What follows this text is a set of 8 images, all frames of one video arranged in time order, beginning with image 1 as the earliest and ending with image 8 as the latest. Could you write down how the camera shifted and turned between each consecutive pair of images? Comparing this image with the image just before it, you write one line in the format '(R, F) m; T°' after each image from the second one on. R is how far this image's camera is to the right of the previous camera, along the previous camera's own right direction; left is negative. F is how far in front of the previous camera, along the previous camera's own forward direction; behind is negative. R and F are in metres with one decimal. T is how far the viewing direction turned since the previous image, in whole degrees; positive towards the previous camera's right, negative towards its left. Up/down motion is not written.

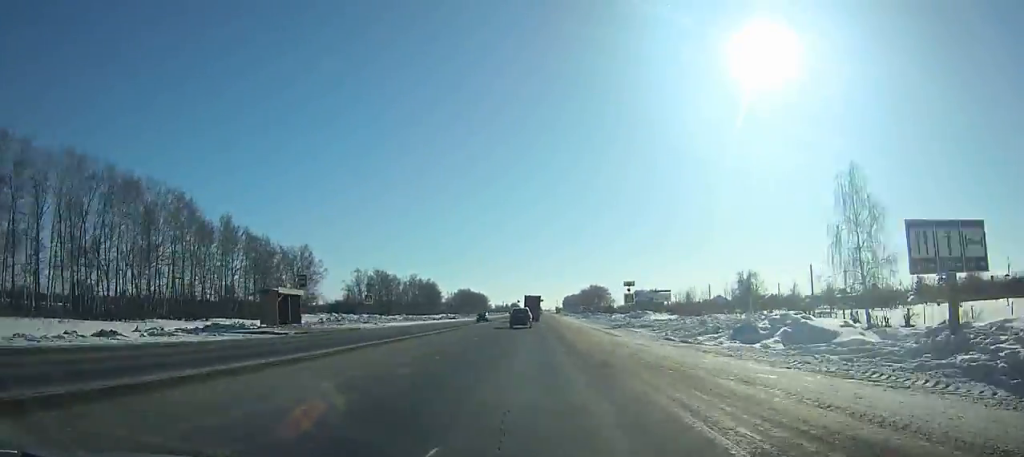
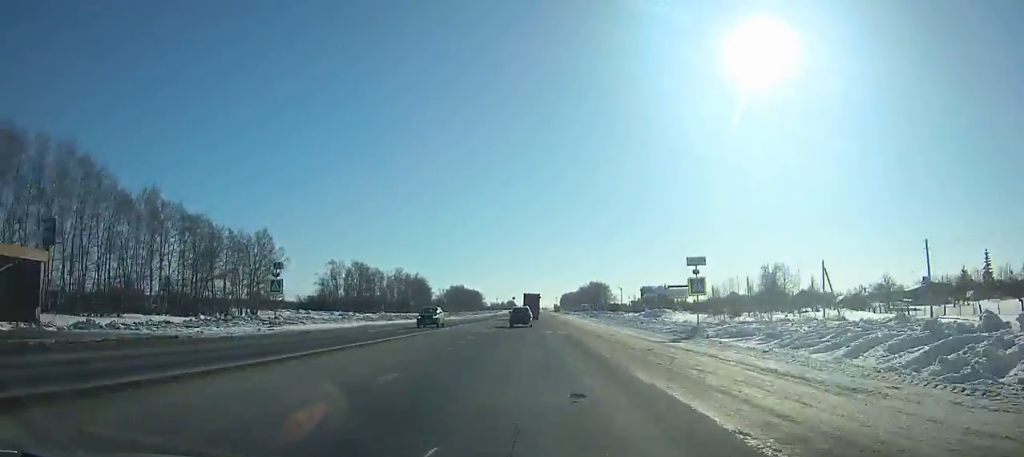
(-0.1, +25.1) m; 0°
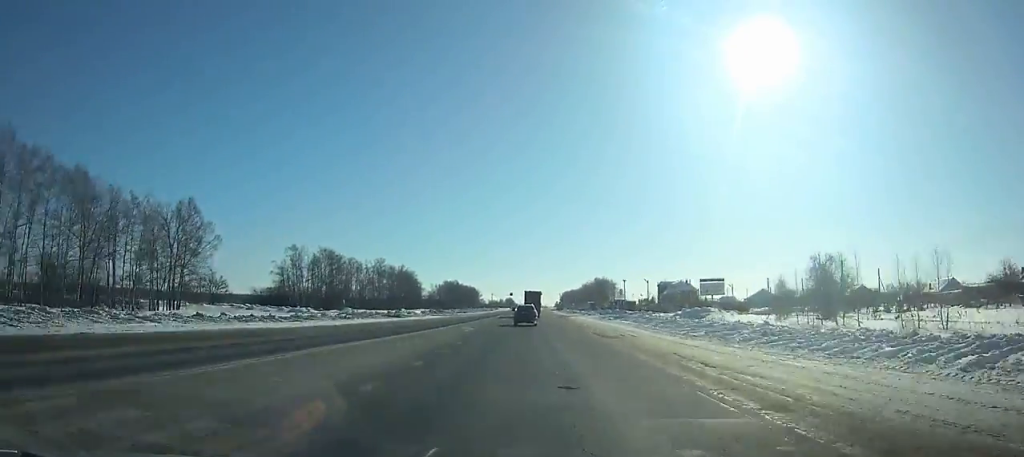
(+0.2, +33.4) m; 0°
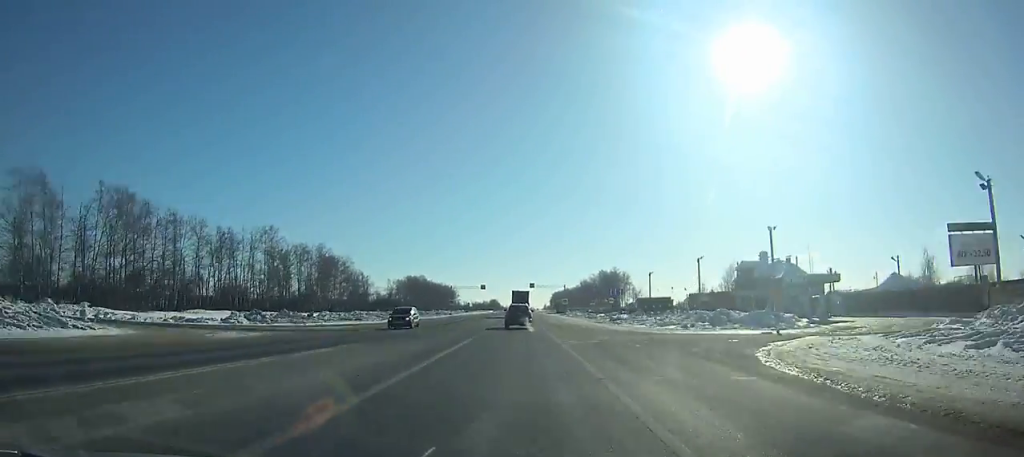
(+0.8, +91.3) m; +1°
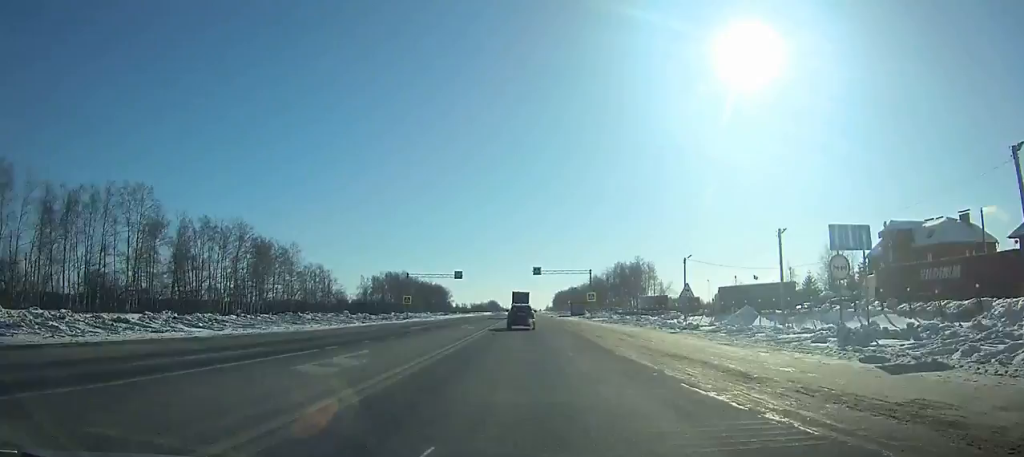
(+0.1, +53.2) m; 0°
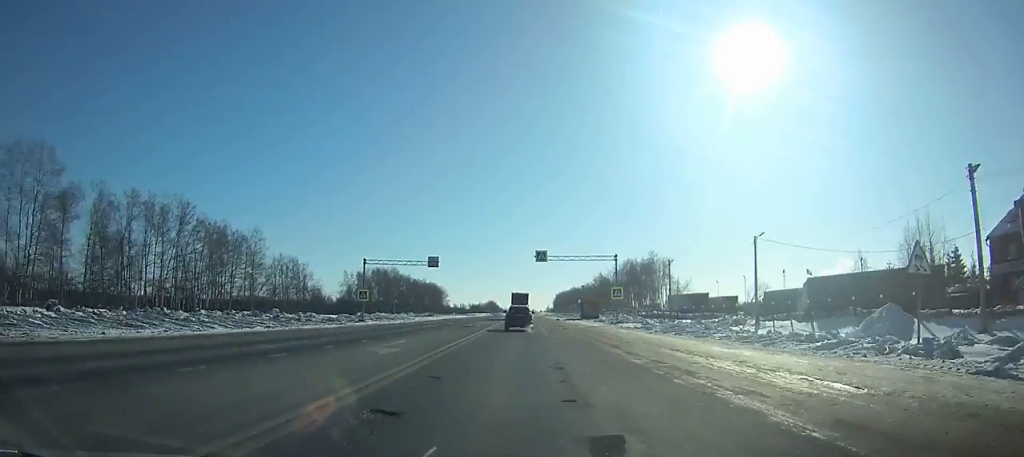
(0.0, +24.4) m; 0°
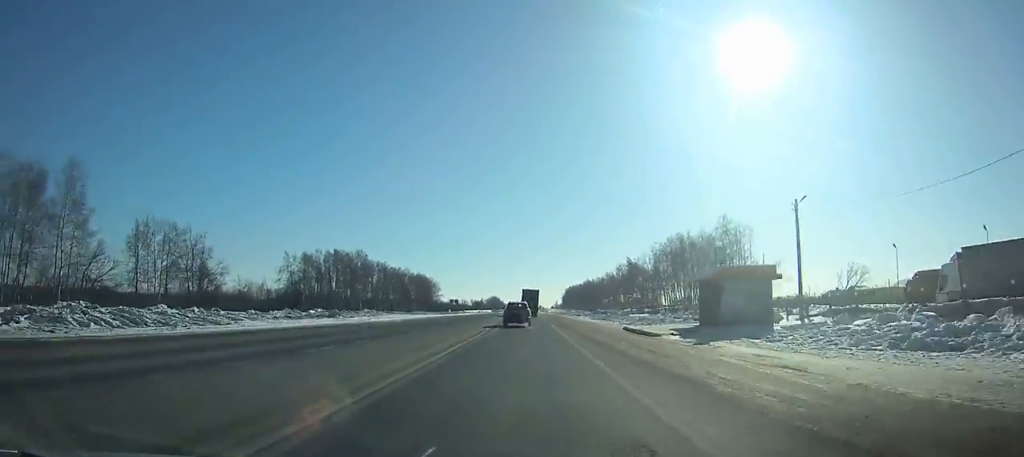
(-0.2, +67.0) m; 0°
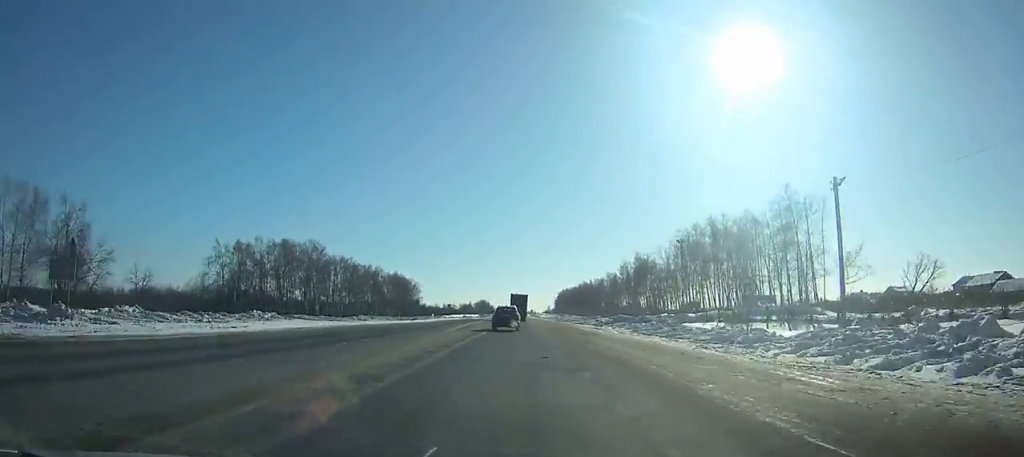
(-0.1, +36.7) m; 0°
